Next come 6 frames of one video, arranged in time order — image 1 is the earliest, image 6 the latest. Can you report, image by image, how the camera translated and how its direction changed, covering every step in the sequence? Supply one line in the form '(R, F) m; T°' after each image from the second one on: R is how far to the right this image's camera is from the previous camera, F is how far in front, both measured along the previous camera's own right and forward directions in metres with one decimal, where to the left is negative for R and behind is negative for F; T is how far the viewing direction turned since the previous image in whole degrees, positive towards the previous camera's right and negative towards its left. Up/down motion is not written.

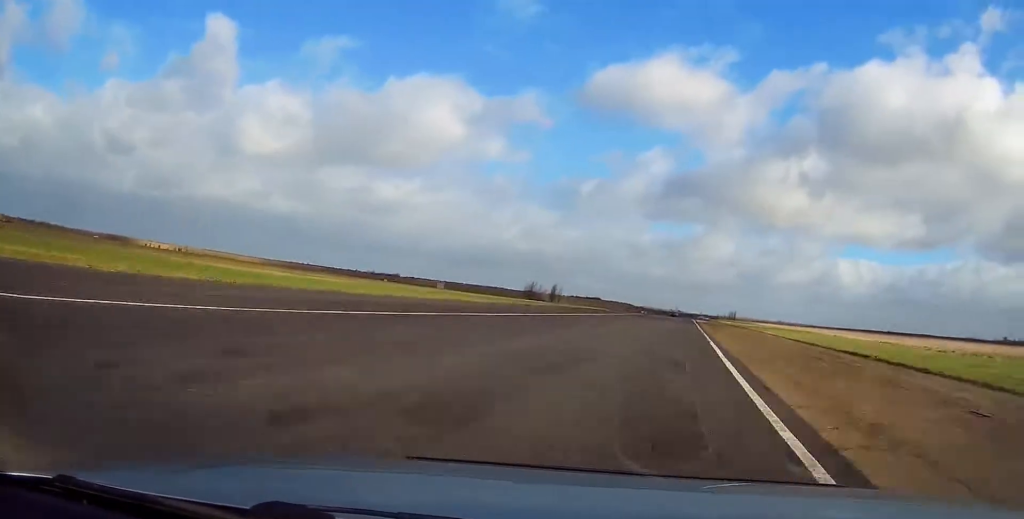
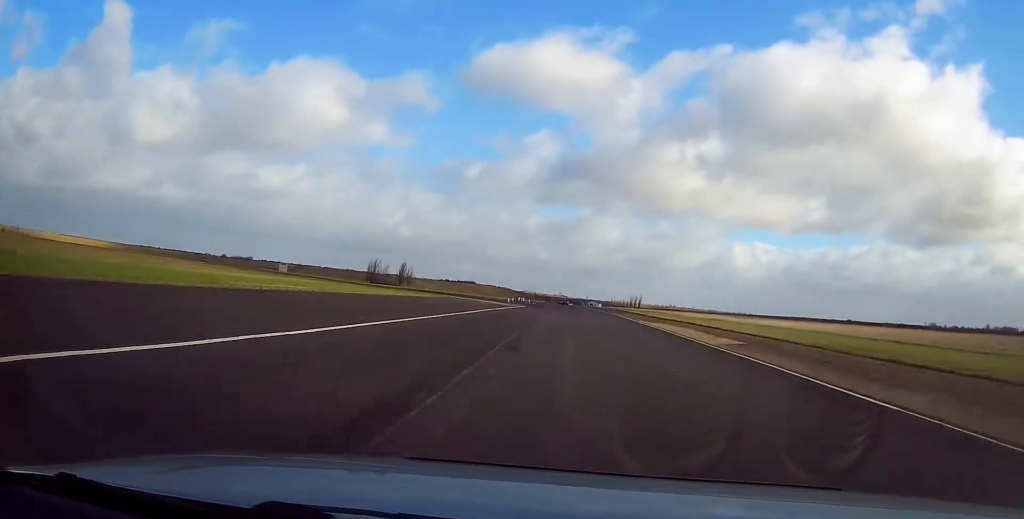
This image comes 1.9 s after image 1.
(+9.6, +82.4) m; +10°
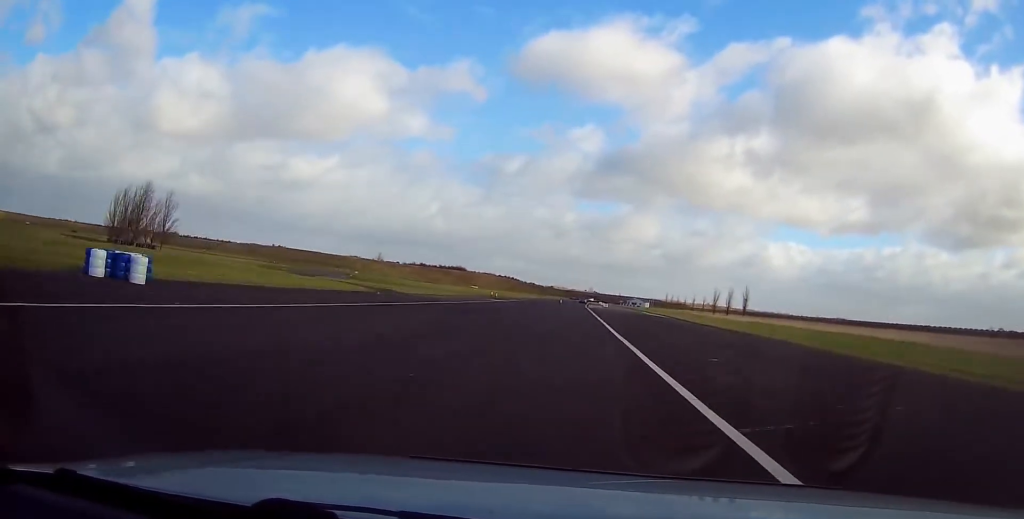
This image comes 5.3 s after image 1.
(-1.4, +172.0) m; -2°
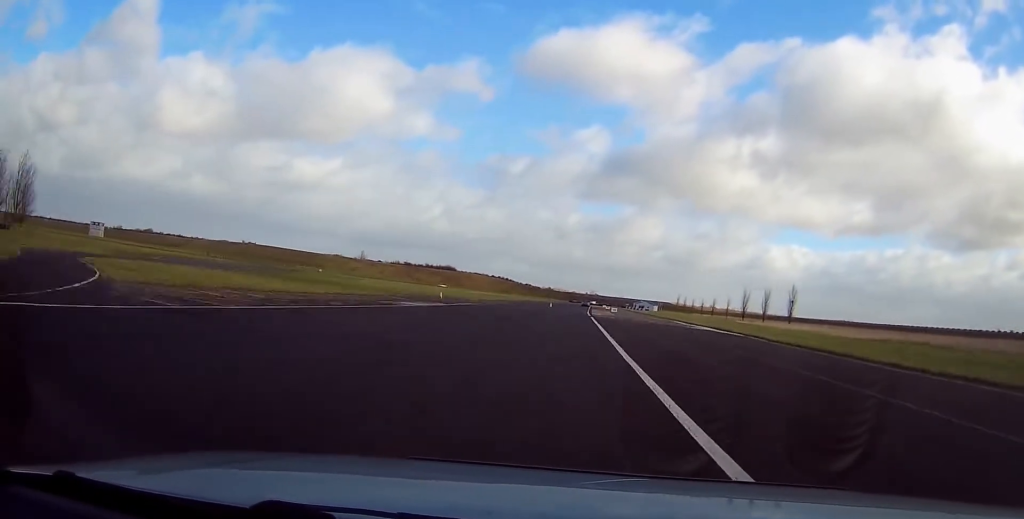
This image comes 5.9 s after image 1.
(+0.1, +36.2) m; 0°
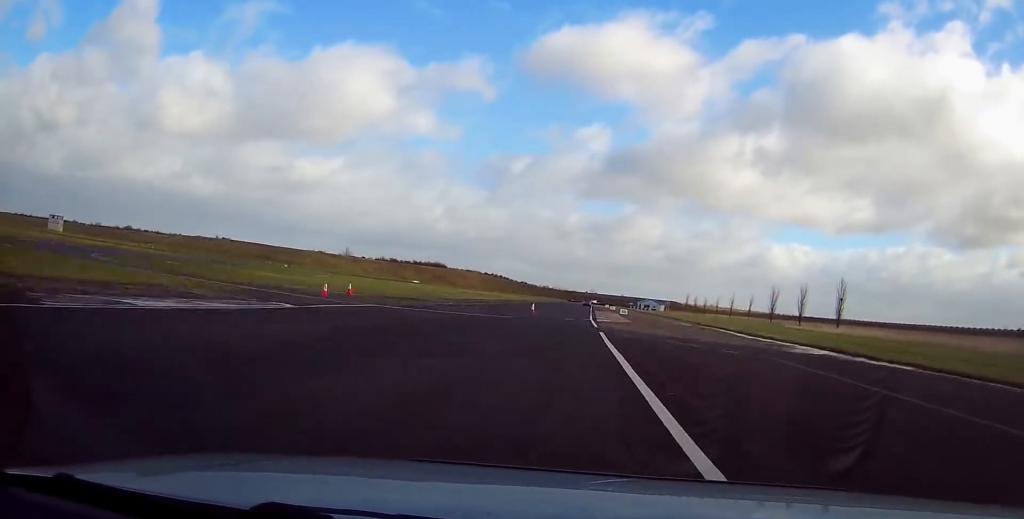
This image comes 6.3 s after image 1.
(0.0, +24.8) m; 0°
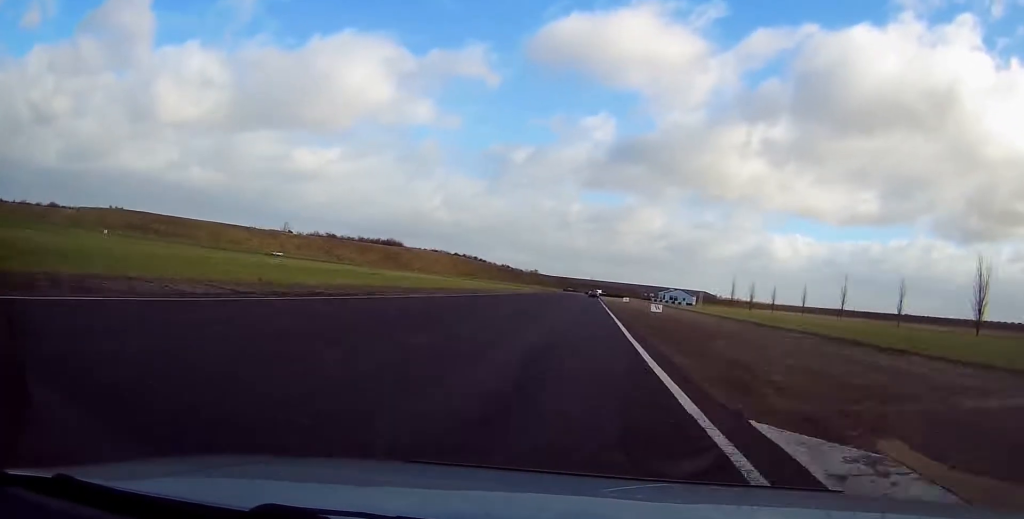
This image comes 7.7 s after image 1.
(-0.3, +77.7) m; 0°
